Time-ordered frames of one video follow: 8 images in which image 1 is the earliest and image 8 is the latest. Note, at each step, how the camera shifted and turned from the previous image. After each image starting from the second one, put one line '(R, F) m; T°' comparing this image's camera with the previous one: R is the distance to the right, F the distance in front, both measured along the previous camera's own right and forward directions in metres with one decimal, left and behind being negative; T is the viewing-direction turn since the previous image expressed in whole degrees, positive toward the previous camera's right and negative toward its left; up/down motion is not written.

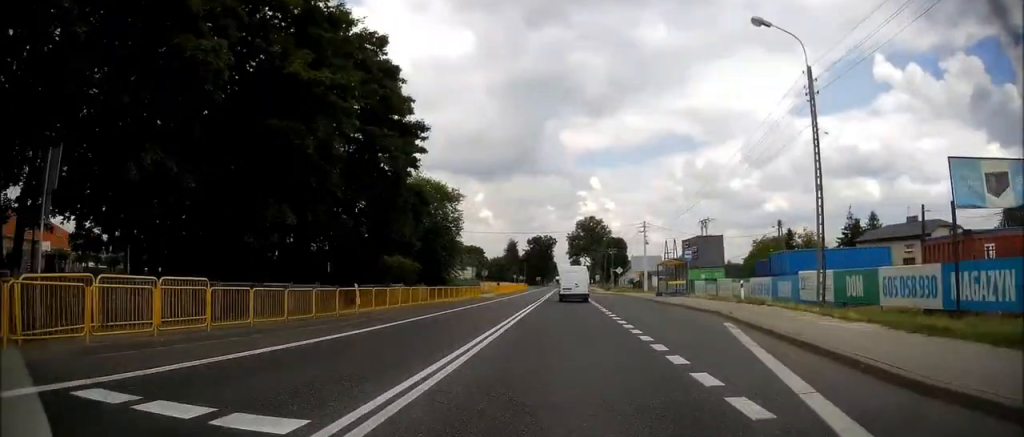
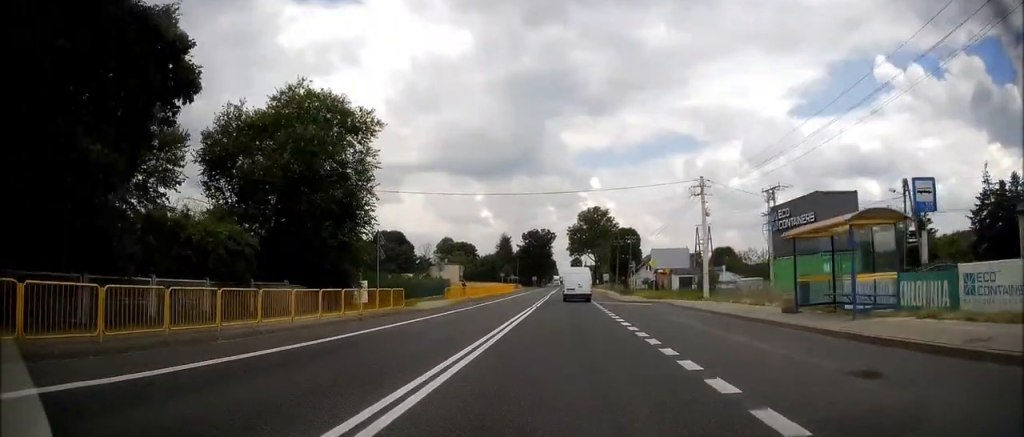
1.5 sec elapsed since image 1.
(0.0, +26.1) m; 0°
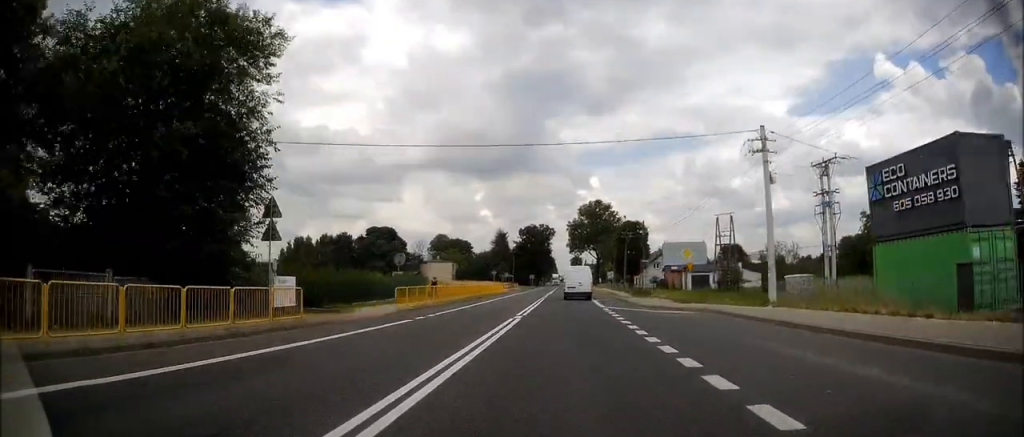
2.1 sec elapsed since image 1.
(0.0, +11.9) m; 0°
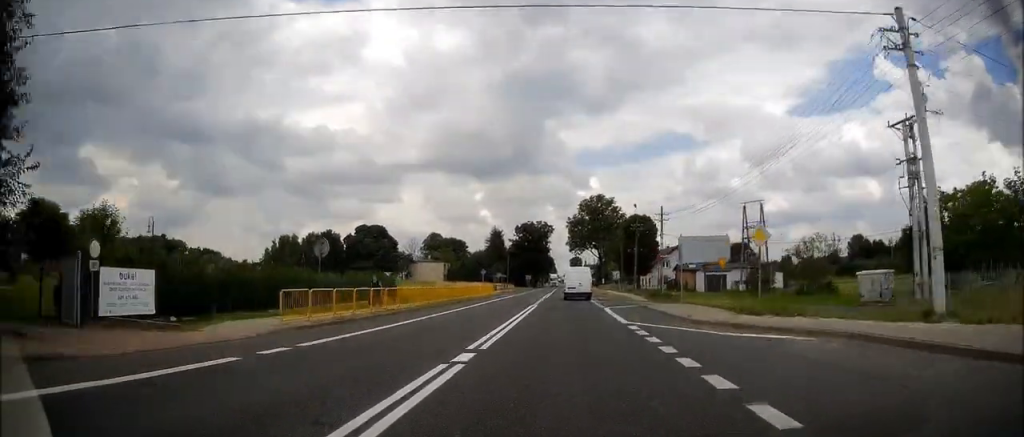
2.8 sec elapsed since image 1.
(0.0, +11.9) m; 0°
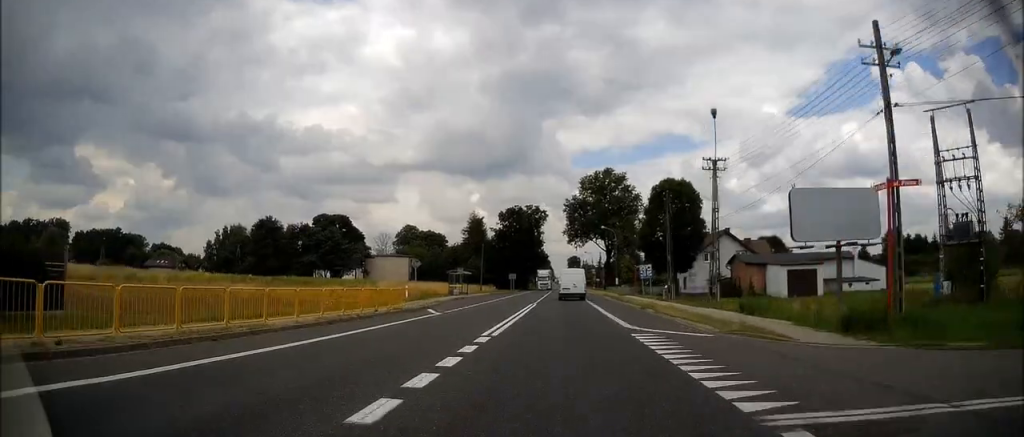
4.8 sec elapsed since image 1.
(+0.1, +35.9) m; 0°
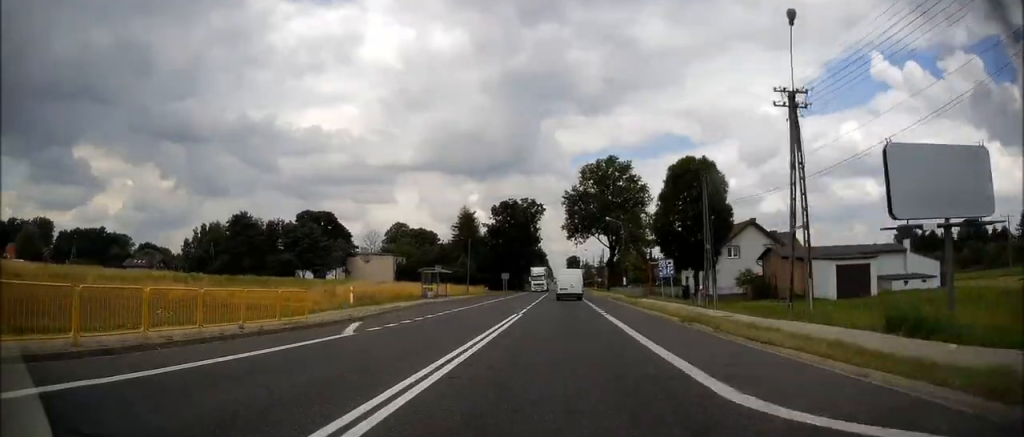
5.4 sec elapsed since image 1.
(-0.1, +11.5) m; +1°
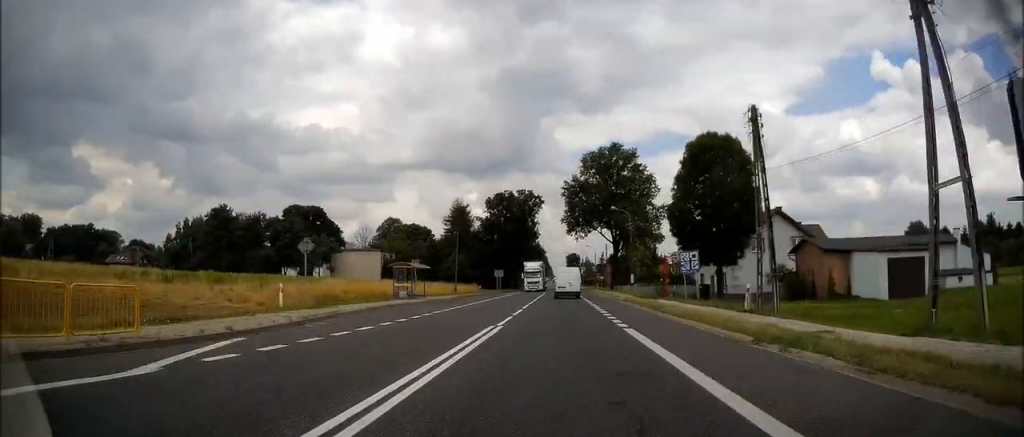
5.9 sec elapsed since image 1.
(+0.1, +8.5) m; 0°
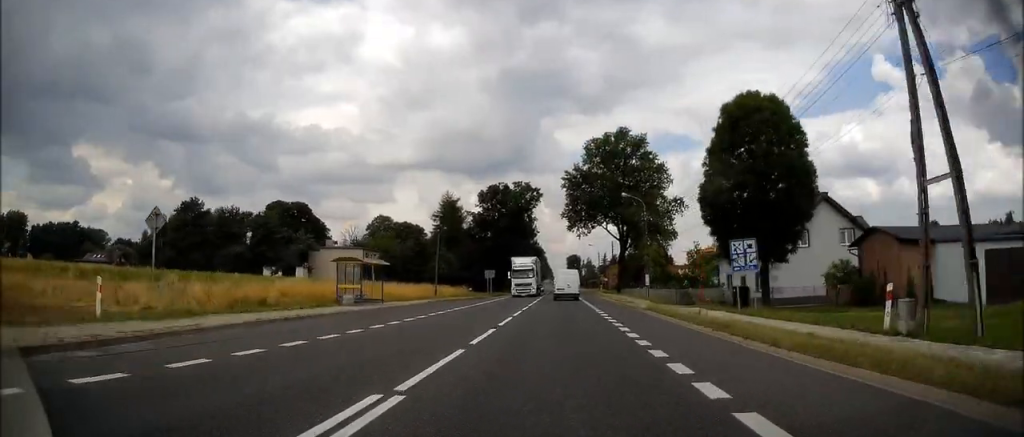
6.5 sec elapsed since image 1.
(+0.2, +11.5) m; 0°
